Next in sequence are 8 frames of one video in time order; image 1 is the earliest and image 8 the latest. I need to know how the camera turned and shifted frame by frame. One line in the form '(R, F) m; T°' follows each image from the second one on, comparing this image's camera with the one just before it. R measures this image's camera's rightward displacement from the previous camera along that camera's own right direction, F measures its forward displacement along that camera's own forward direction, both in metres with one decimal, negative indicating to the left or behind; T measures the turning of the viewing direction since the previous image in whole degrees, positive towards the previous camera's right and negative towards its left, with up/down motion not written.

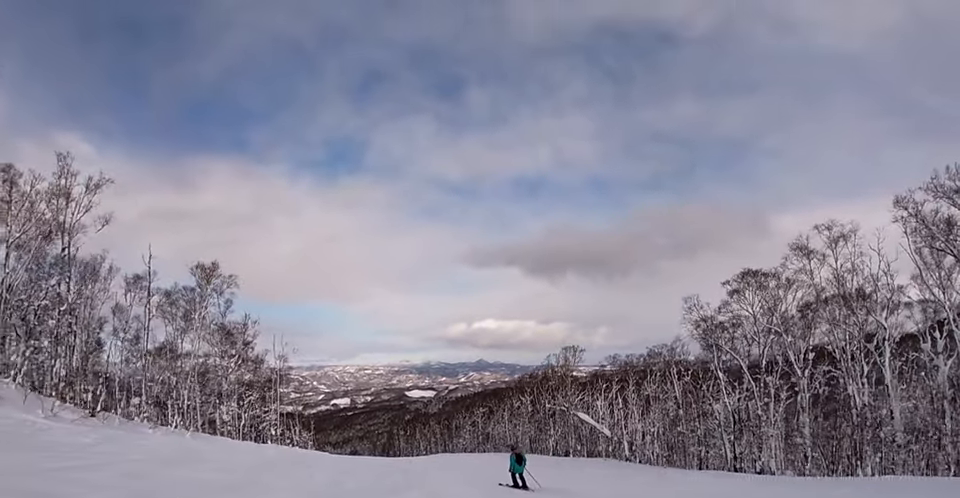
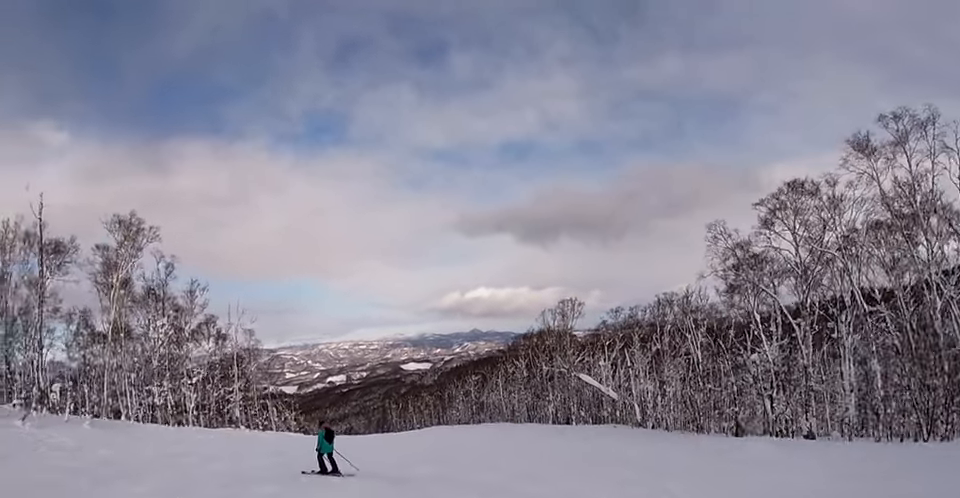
(+0.2, +8.8) m; -2°
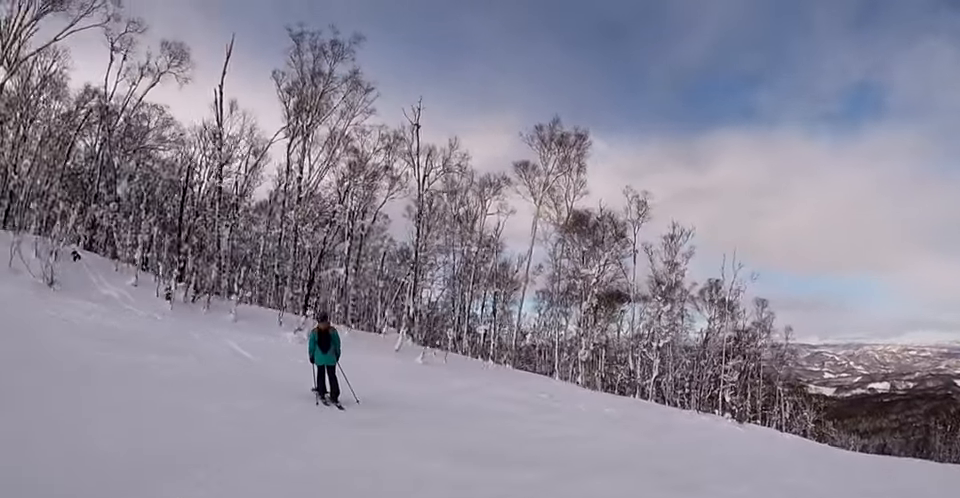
(-4.1, +13.5) m; -41°
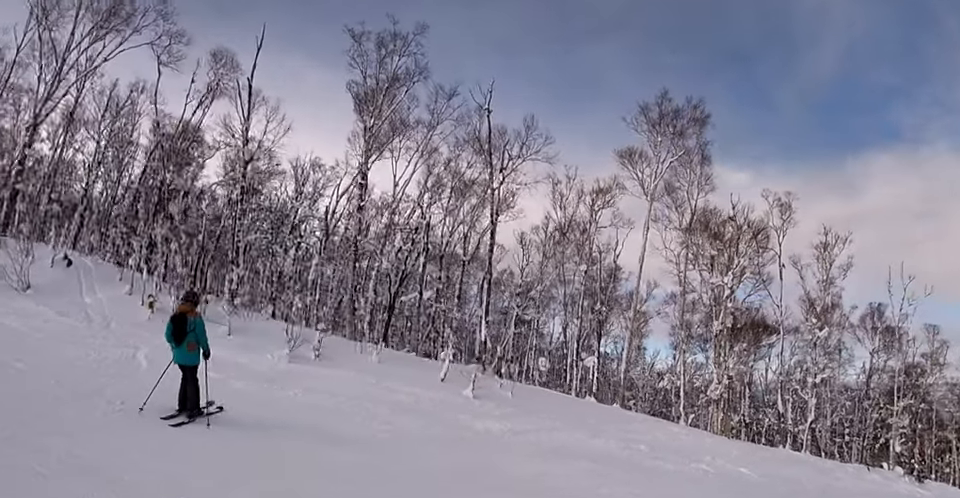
(-0.8, +7.0) m; +5°
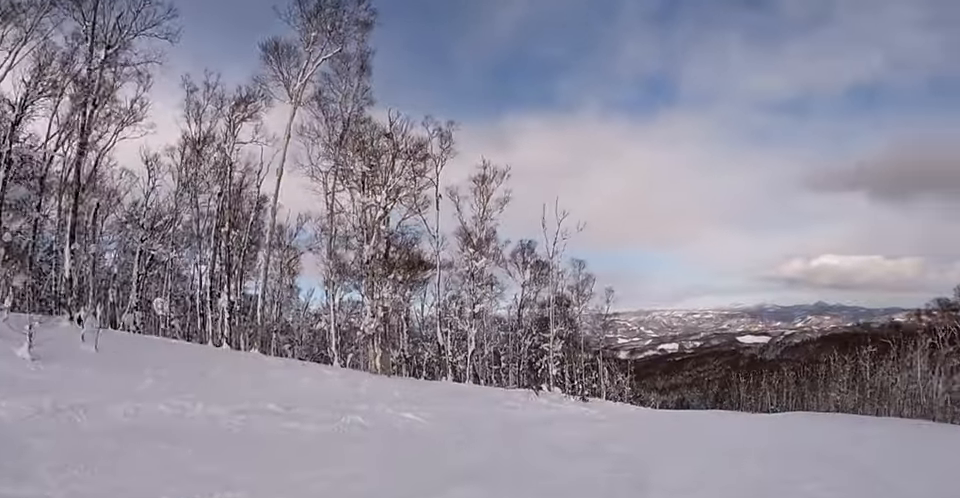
(+0.7, +3.9) m; +12°
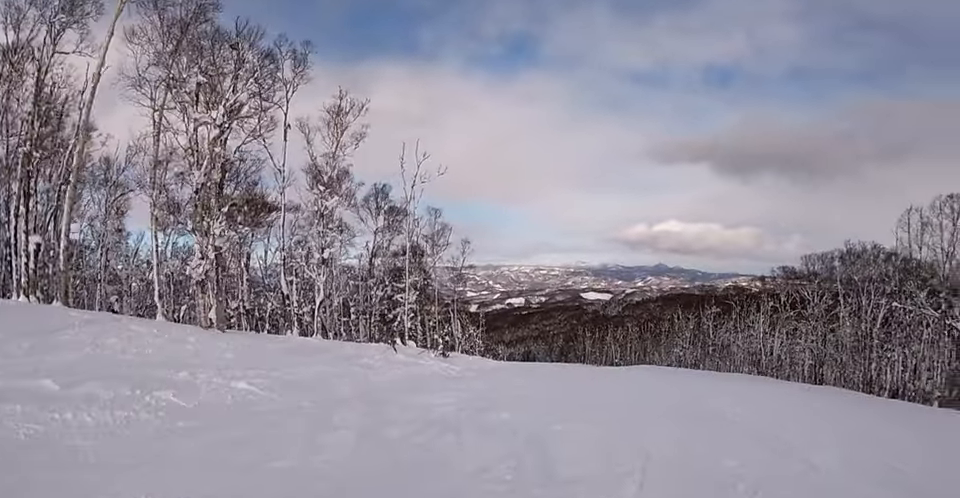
(+0.4, +2.7) m; +8°
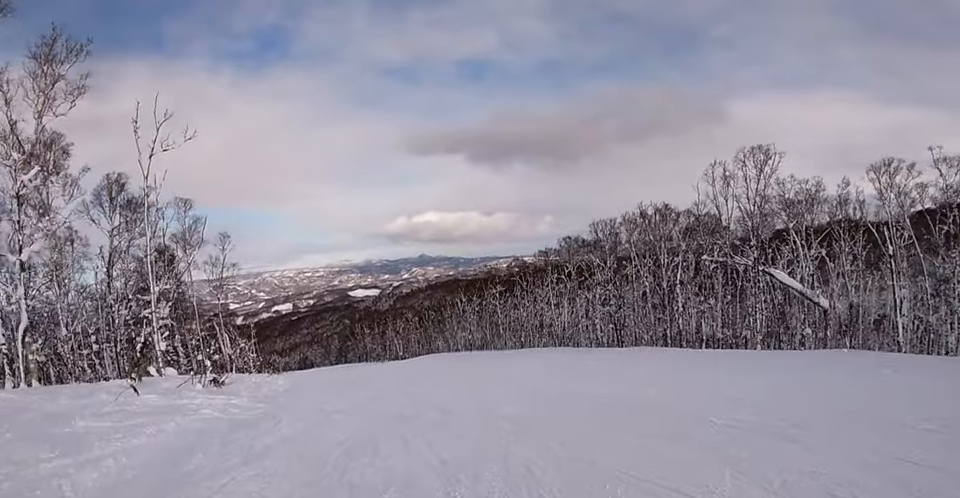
(+0.7, +8.5) m; +13°
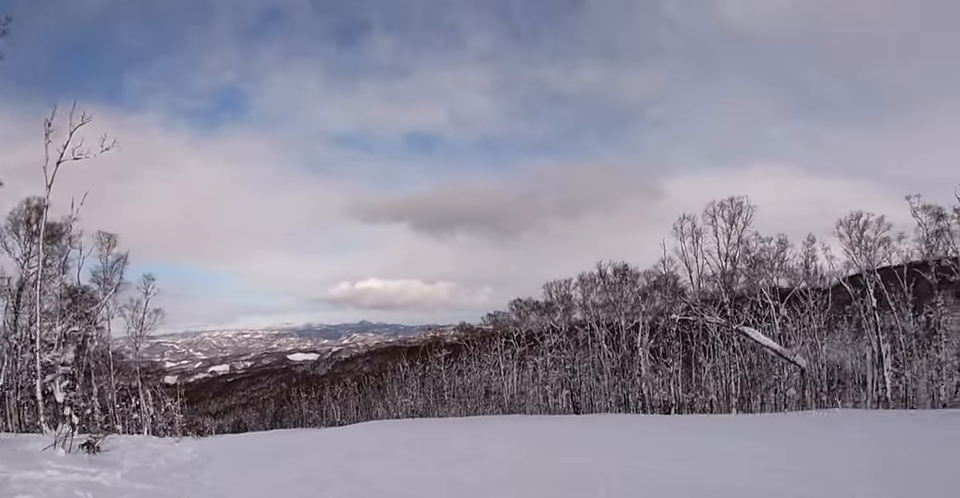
(+0.2, +4.9) m; +13°
